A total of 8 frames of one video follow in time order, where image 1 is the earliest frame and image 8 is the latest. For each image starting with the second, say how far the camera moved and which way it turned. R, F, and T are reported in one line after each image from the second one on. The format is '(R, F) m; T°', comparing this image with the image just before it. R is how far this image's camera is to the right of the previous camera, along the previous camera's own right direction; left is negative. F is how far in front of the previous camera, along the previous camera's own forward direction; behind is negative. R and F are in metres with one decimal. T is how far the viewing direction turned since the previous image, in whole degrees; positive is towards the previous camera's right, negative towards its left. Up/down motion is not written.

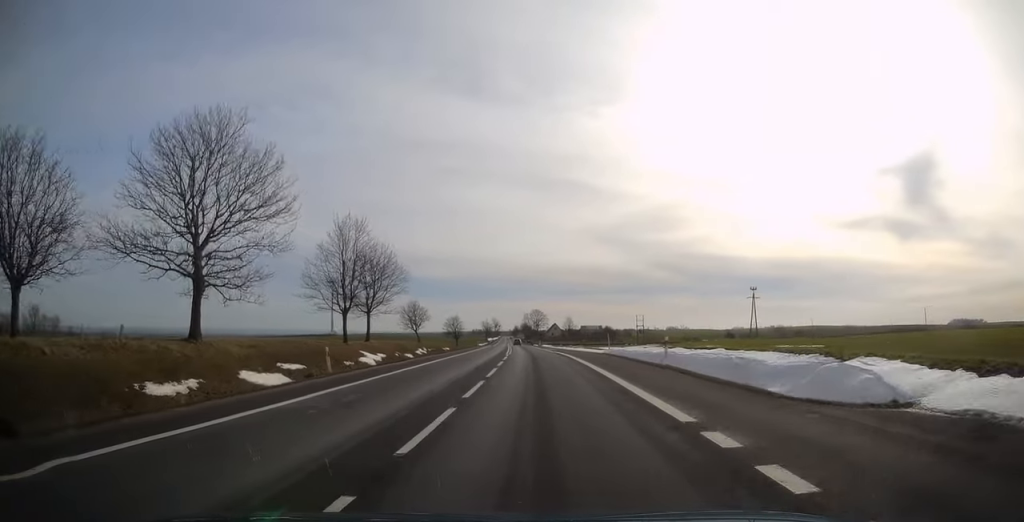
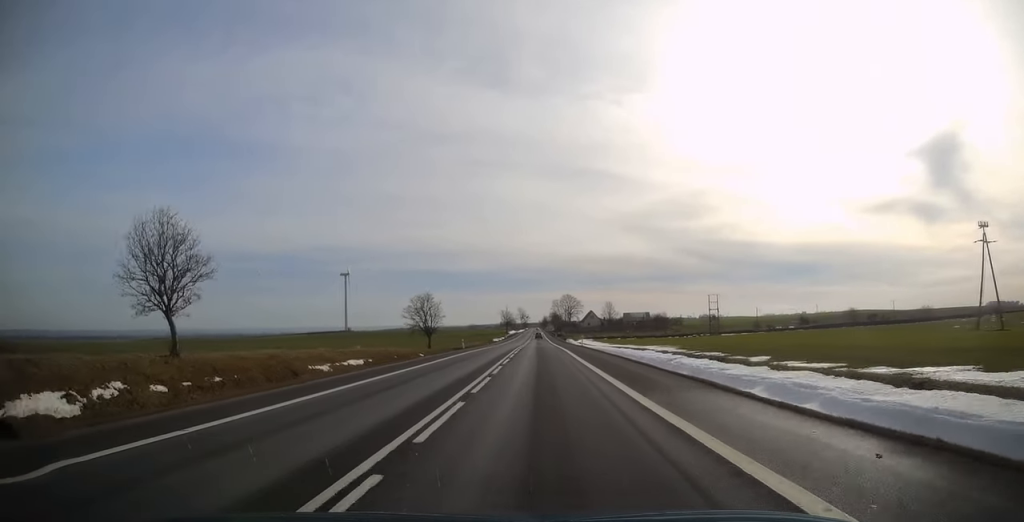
(-1.2, +58.6) m; -3°
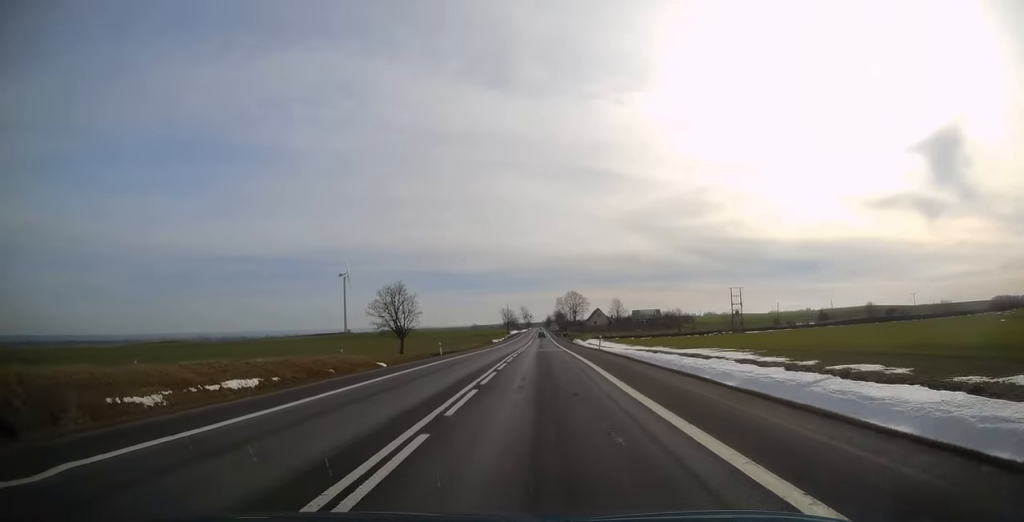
(-0.2, +15.5) m; -1°
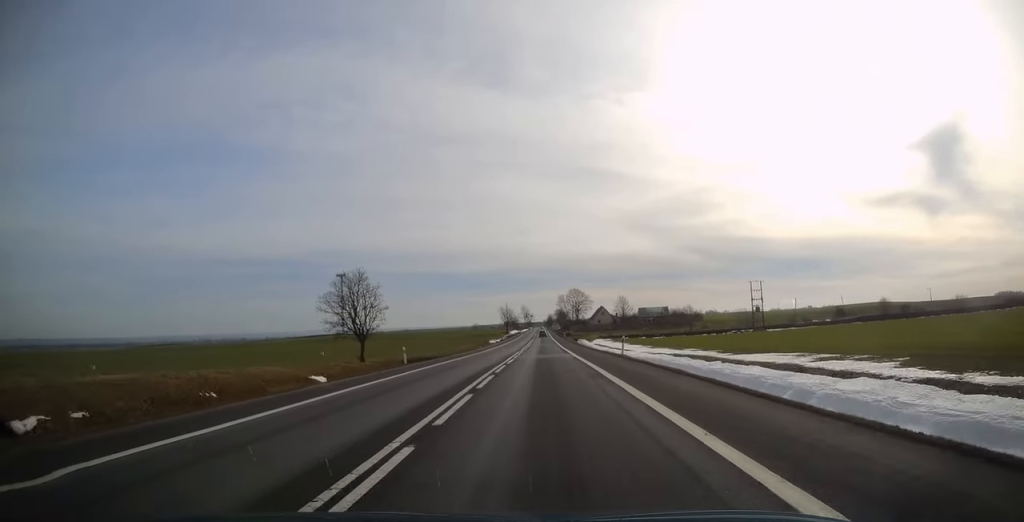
(-0.1, +12.6) m; 0°
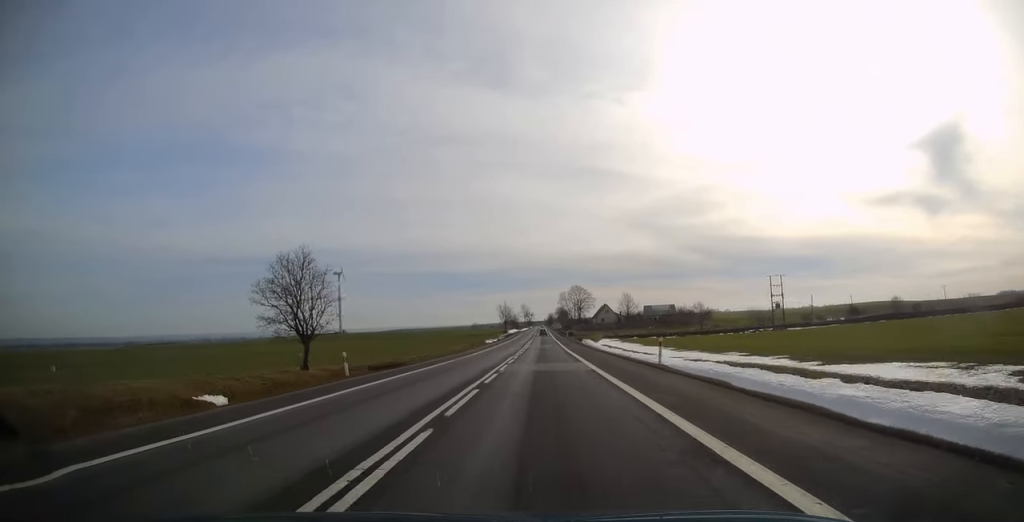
(0.0, +10.5) m; 0°
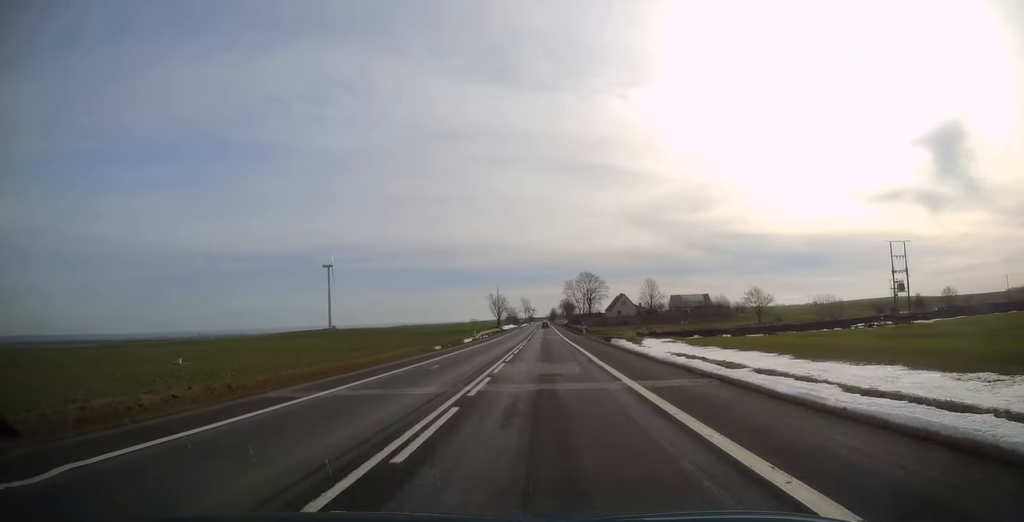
(-0.2, +40.6) m; 0°
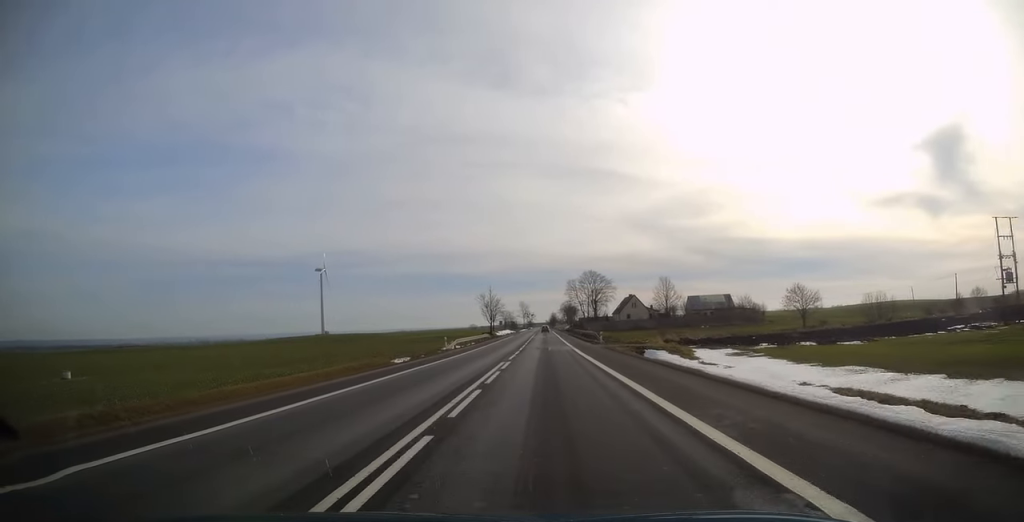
(0.0, +20.5) m; 0°
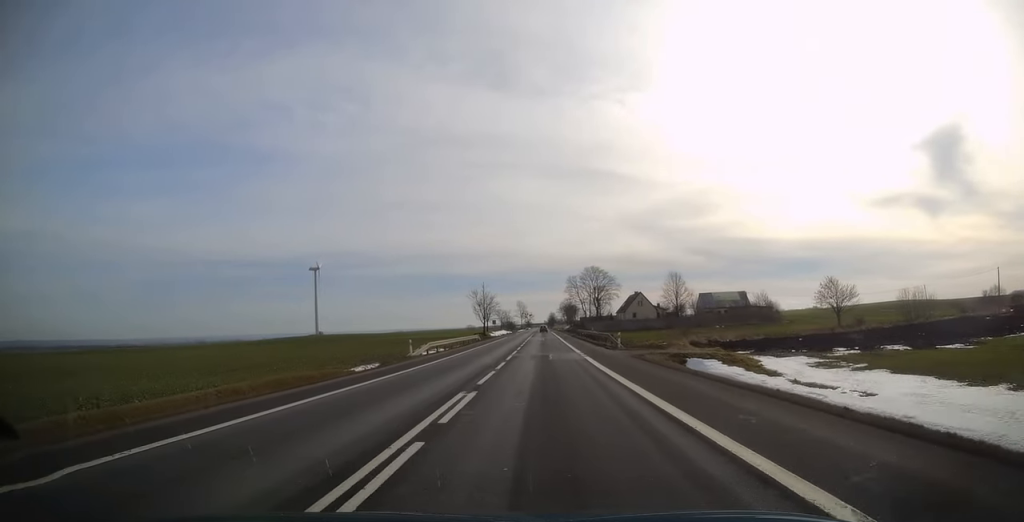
(+0.2, +12.4) m; 0°
